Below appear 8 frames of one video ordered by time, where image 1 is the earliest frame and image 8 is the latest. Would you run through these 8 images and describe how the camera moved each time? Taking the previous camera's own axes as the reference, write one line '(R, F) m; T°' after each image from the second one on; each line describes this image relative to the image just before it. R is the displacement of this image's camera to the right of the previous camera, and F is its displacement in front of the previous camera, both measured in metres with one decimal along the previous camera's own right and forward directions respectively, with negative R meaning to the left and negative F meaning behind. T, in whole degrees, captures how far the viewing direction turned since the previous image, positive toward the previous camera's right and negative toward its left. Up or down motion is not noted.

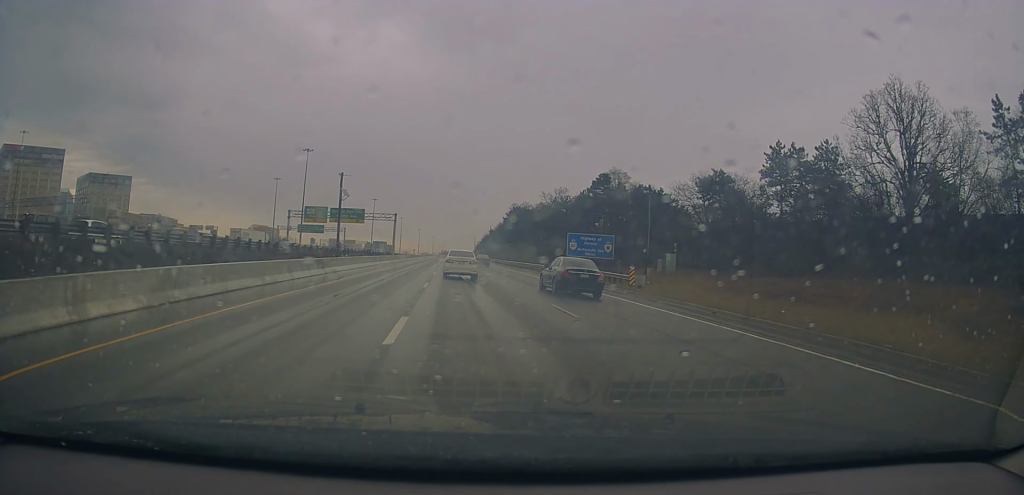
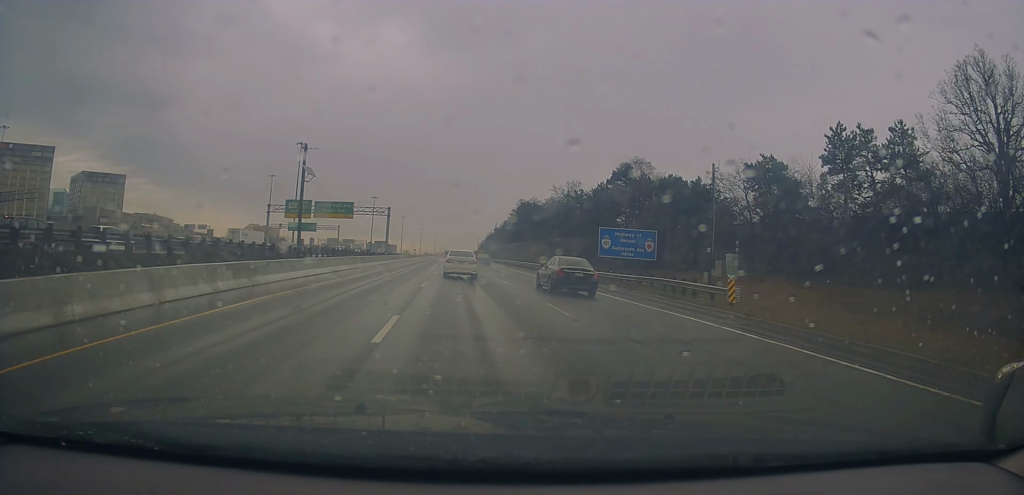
(-0.1, +12.3) m; 0°
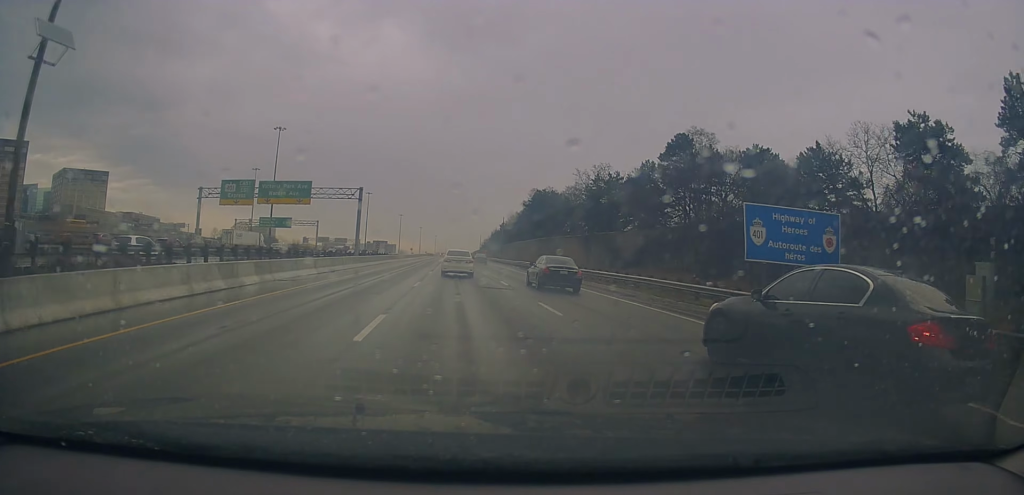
(+0.4, +24.7) m; 0°
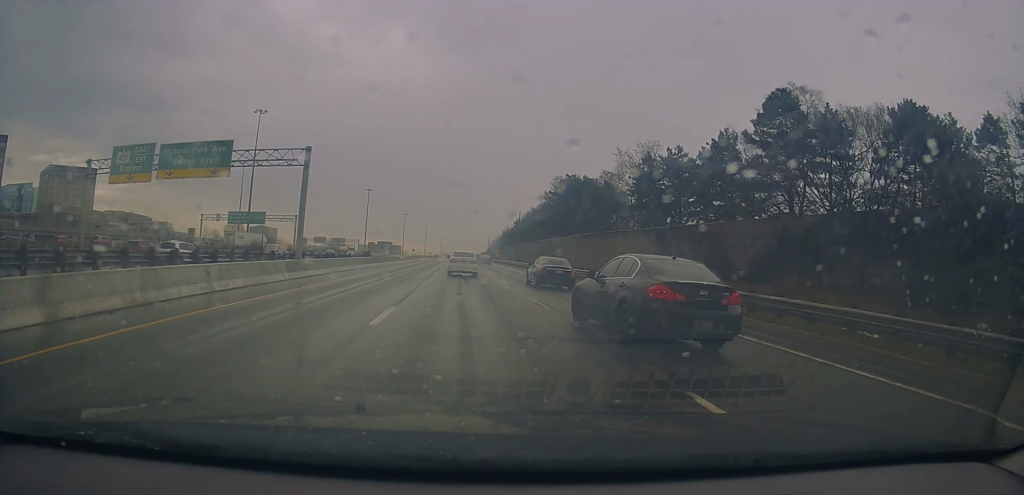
(-0.4, +22.9) m; -2°
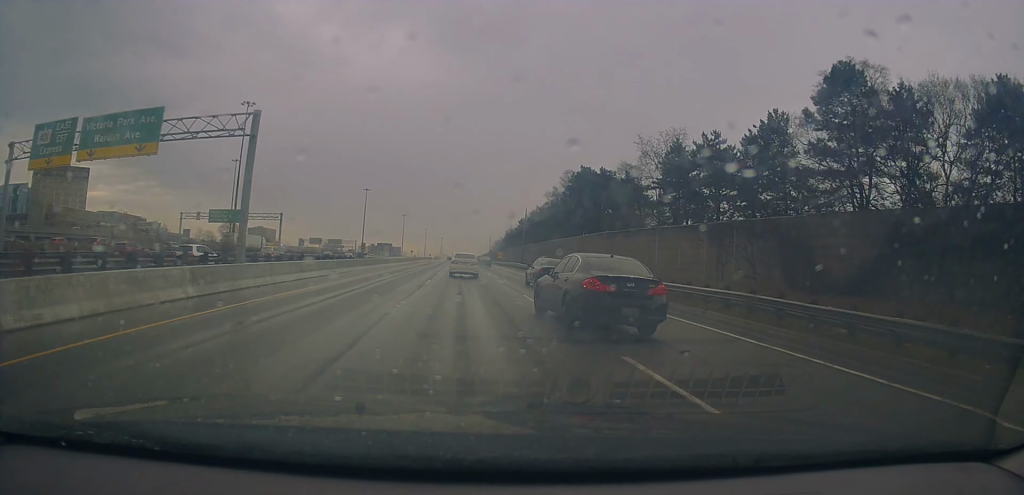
(-0.1, +10.2) m; -1°
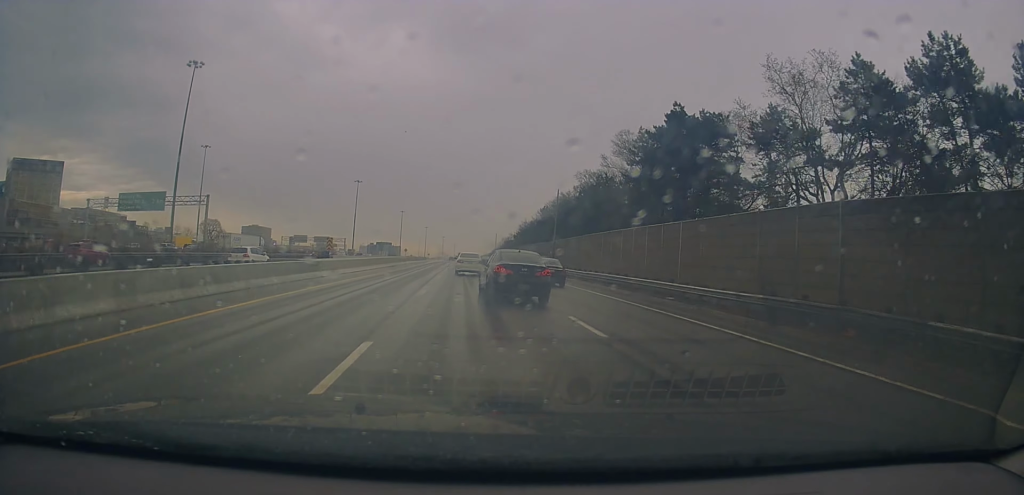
(0.0, +31.3) m; +1°
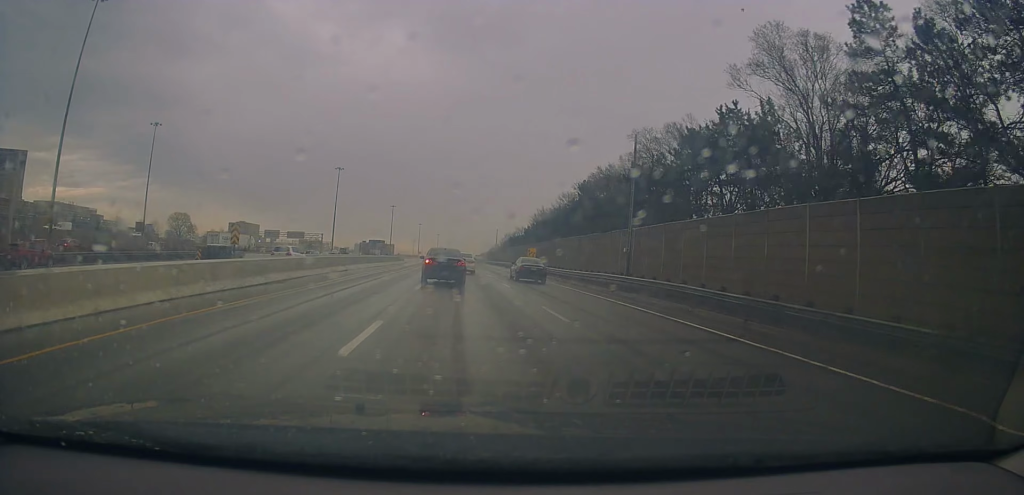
(+0.3, +35.0) m; 0°
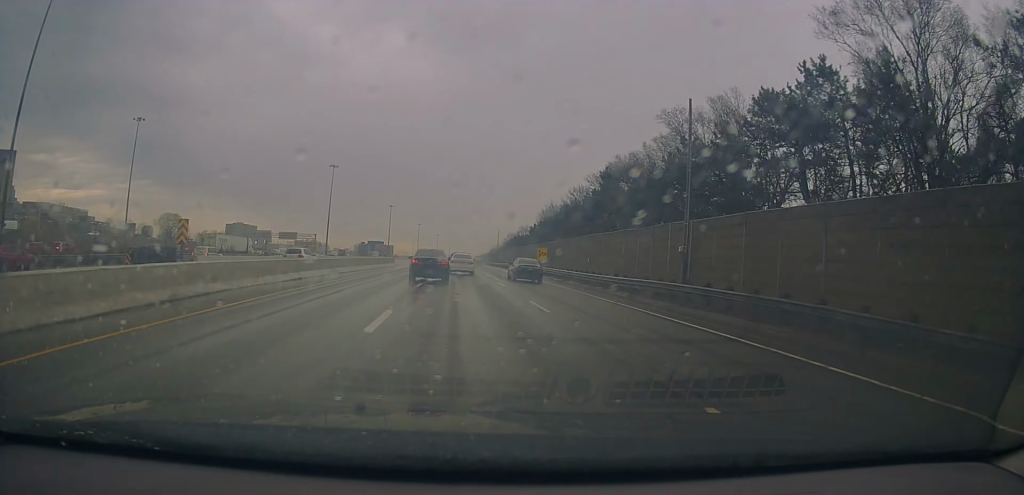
(-0.2, +10.2) m; 0°
